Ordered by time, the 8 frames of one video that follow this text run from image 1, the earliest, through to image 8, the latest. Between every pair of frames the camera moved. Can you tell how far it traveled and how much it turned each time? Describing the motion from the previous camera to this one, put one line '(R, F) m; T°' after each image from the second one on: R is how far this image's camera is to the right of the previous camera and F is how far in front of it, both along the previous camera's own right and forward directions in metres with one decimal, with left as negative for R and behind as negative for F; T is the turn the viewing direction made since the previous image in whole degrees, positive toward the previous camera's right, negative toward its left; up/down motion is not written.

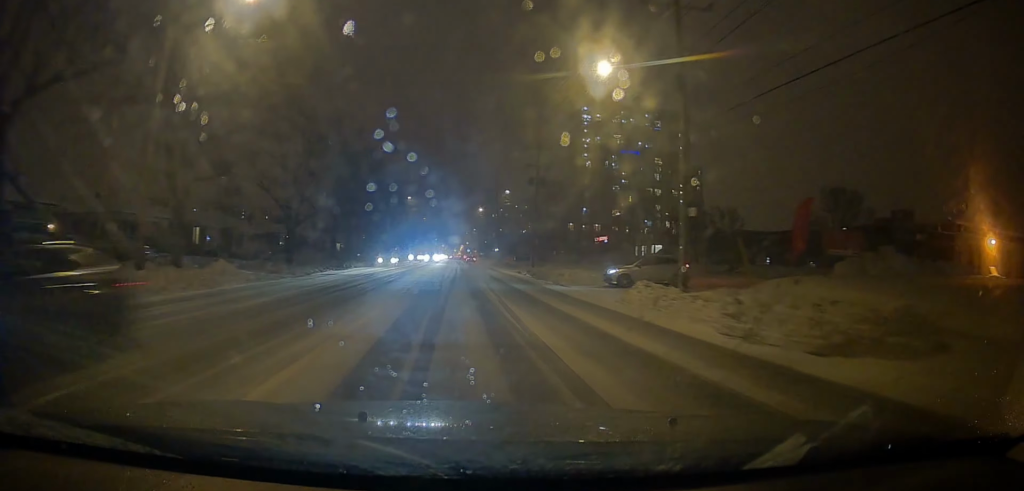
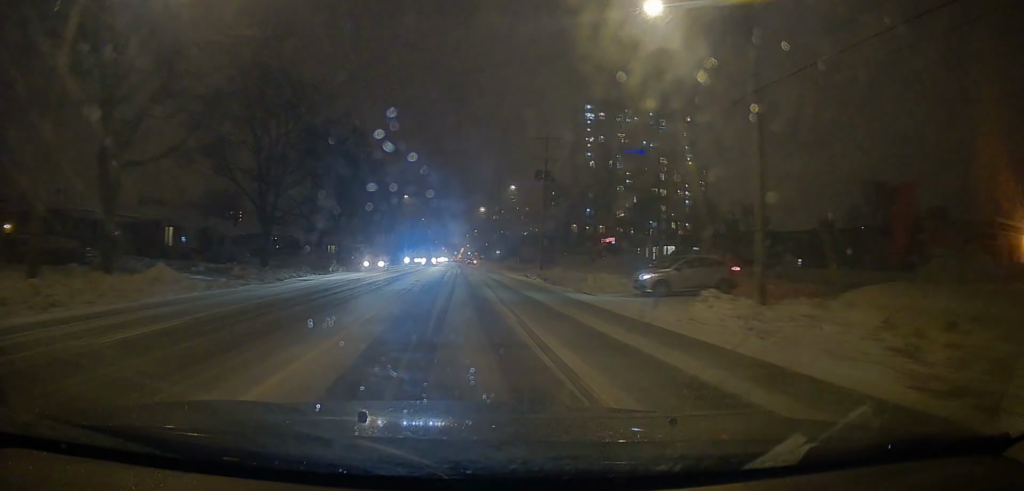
(0.0, +5.6) m; -1°
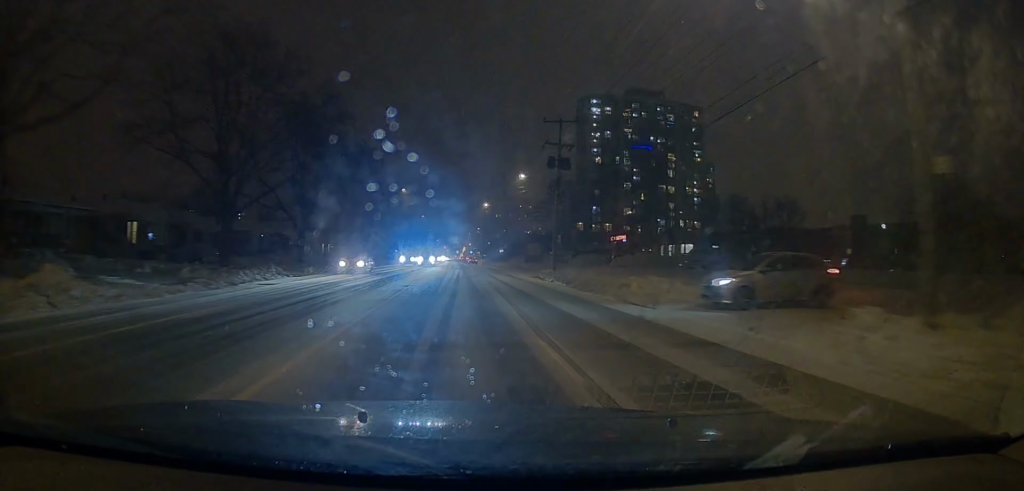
(-0.1, +6.4) m; 0°
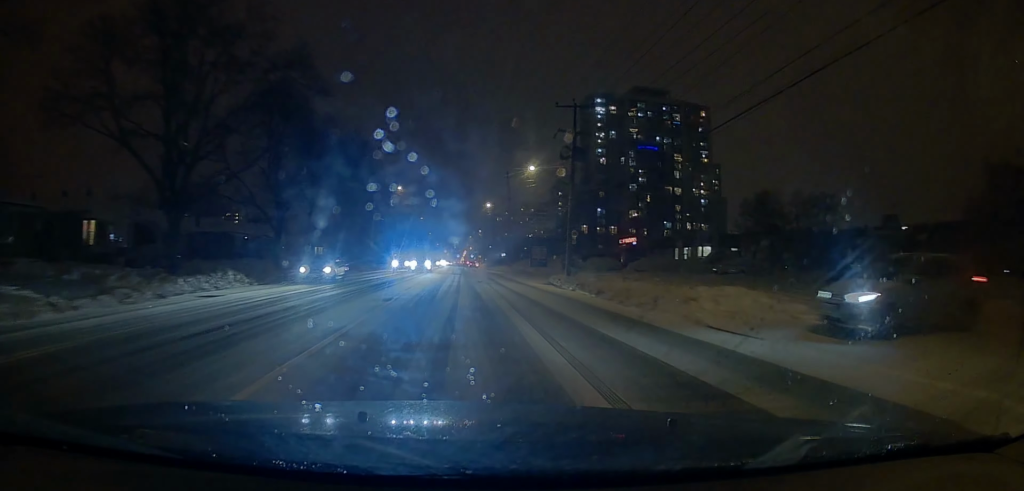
(-0.1, +6.0) m; 0°
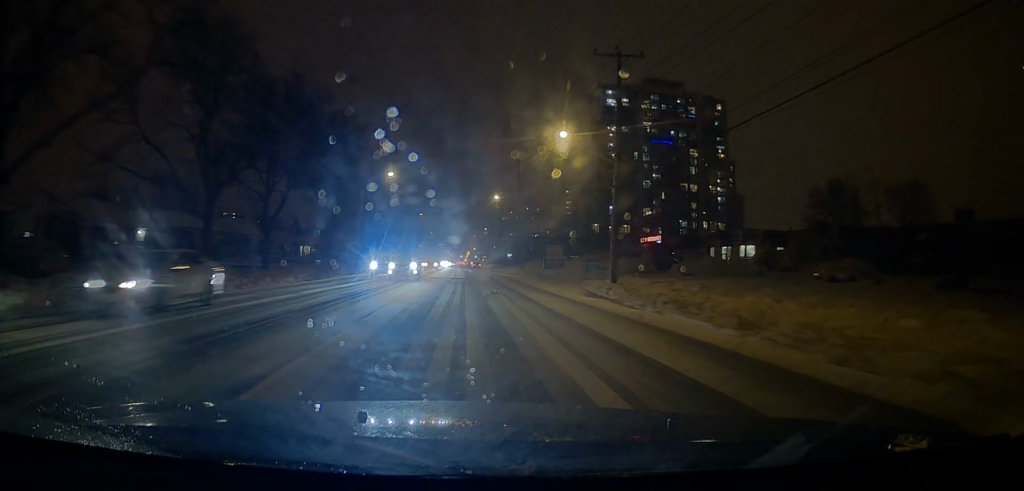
(+0.1, +11.5) m; +2°
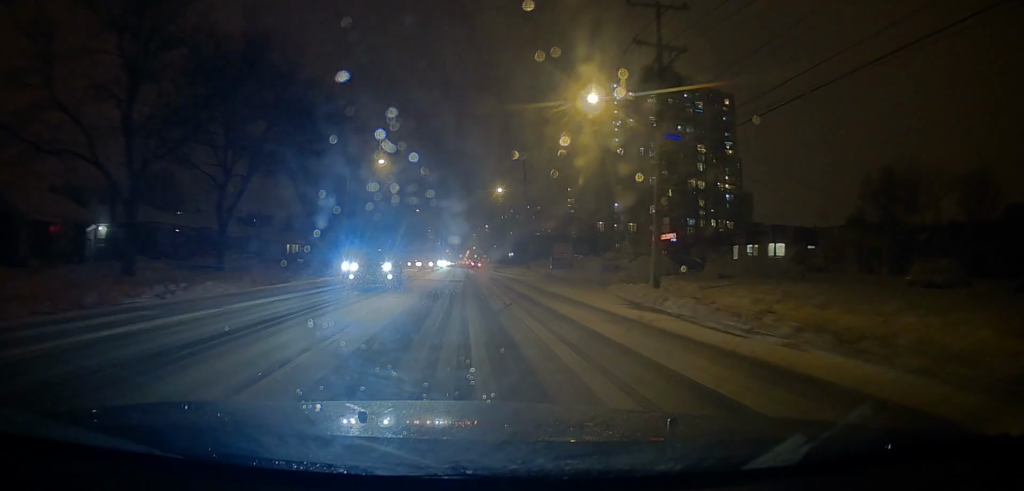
(0.0, +6.9) m; +1°
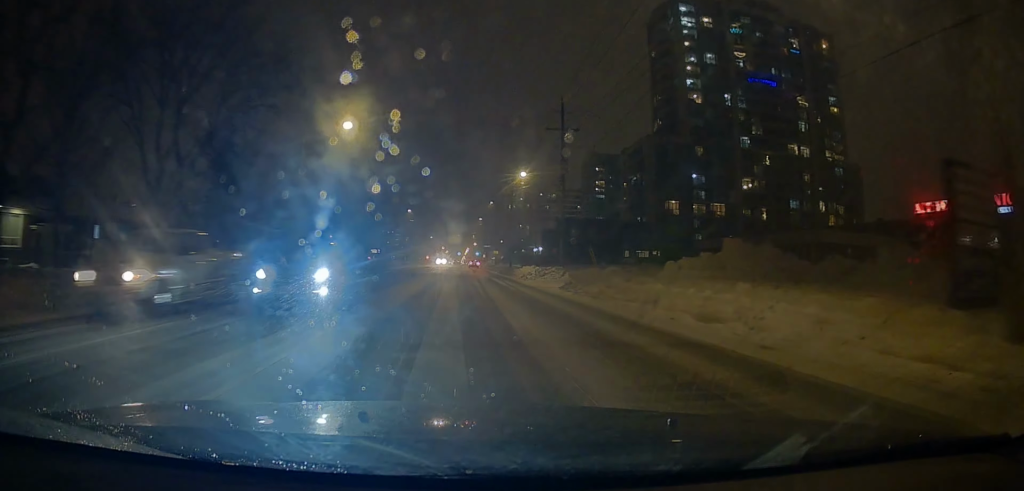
(-1.3, +60.7) m; -2°
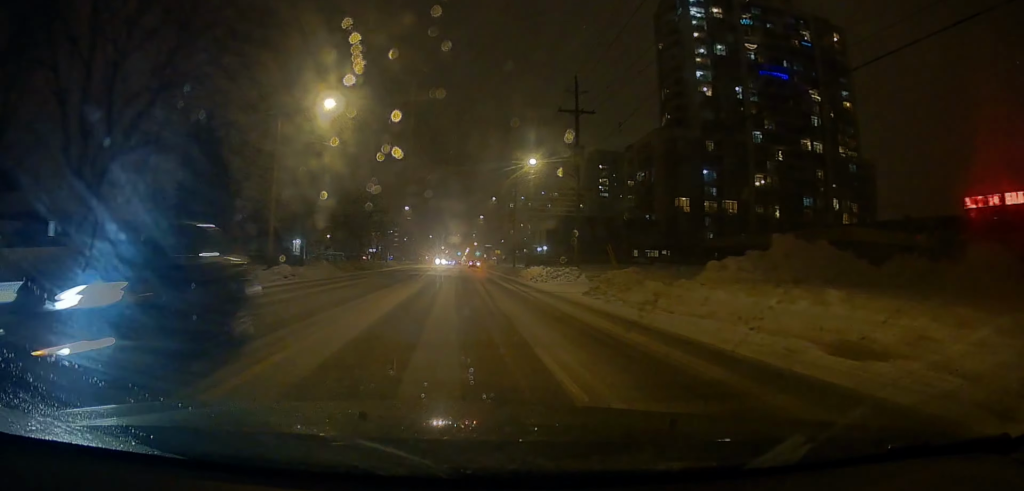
(-0.2, +5.4) m; 0°
